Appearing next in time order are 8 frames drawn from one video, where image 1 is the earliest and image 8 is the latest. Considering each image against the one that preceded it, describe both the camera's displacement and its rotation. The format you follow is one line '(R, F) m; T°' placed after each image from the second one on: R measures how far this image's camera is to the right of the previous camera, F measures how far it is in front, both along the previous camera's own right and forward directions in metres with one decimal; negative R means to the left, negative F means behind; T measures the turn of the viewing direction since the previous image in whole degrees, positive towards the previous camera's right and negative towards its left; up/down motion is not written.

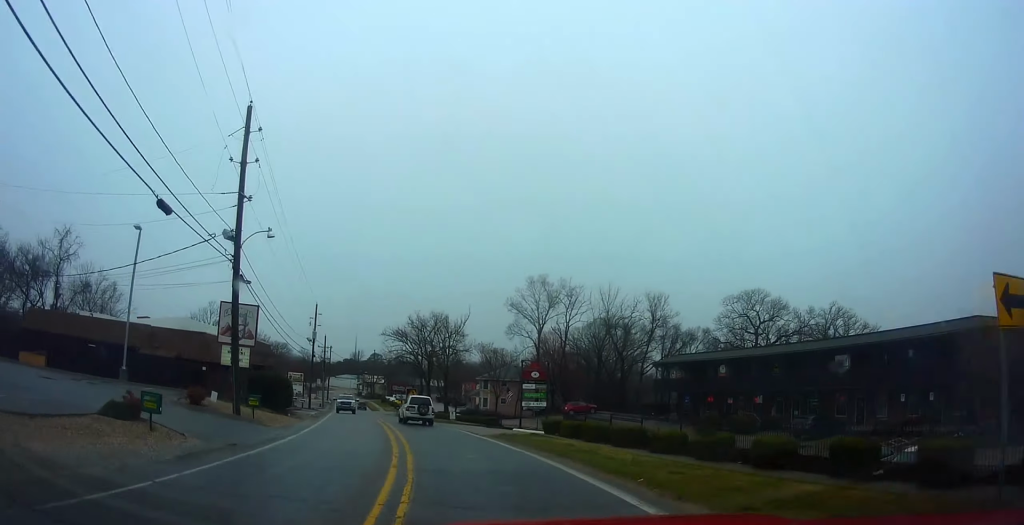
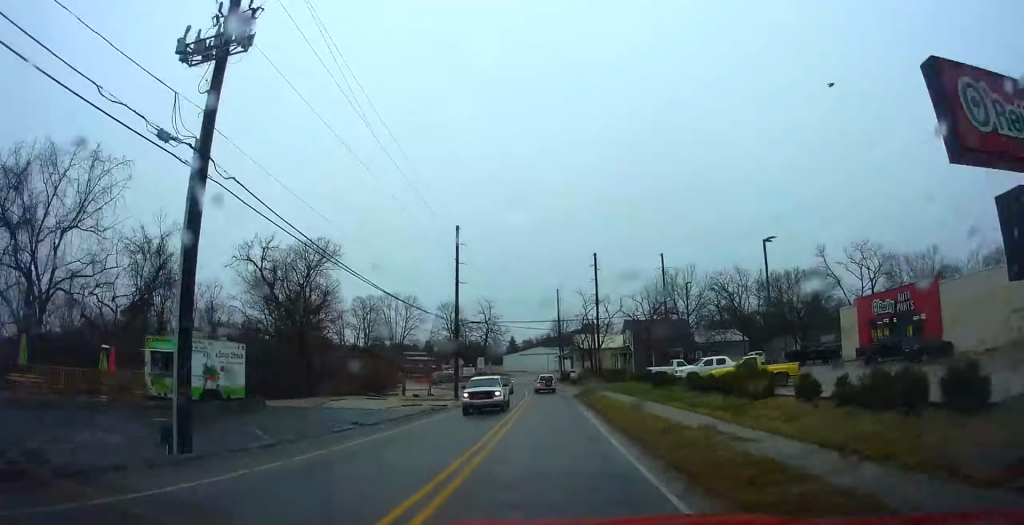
(-23.2, +102.1) m; -16°
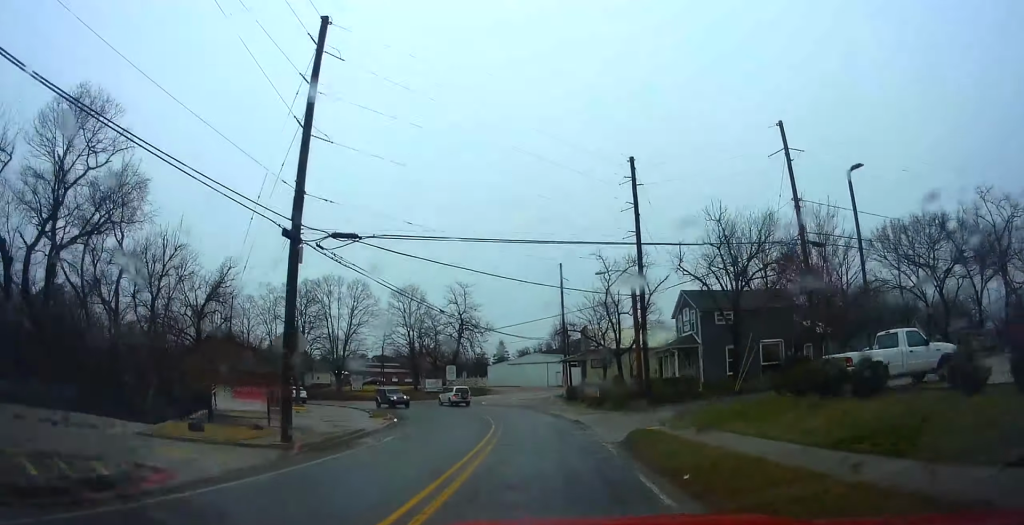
(+0.2, +27.9) m; -4°
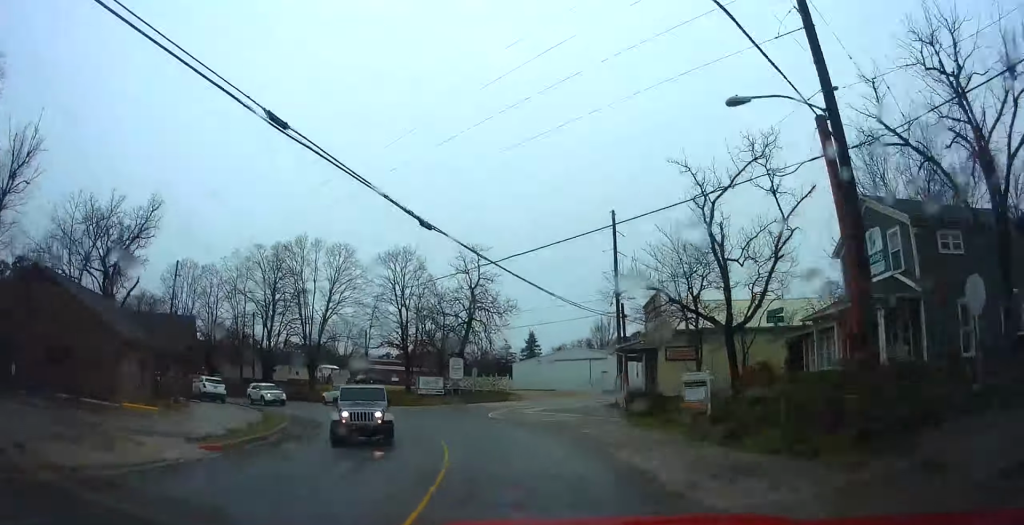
(+0.3, +19.4) m; -8°
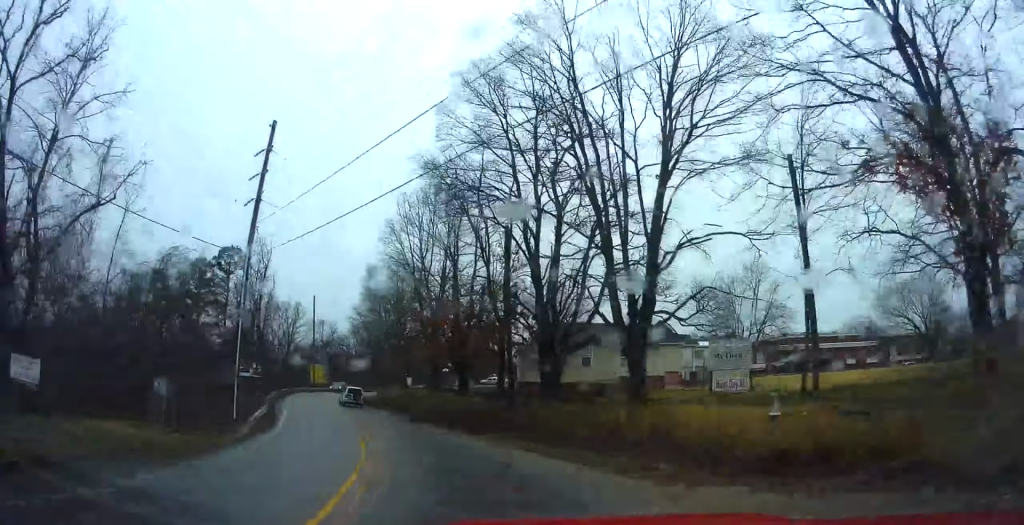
(-9.6, +43.7) m; -35°
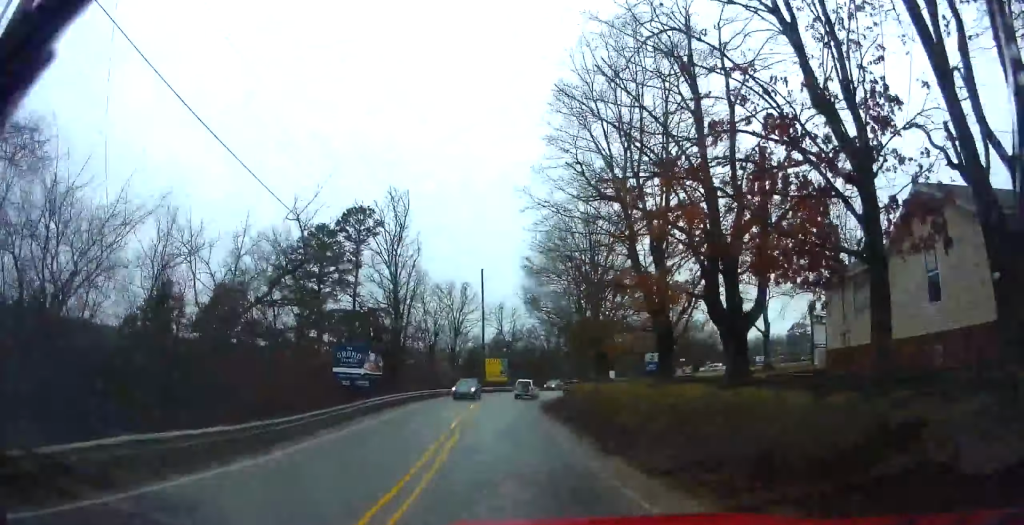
(-6.4, +22.5) m; -11°
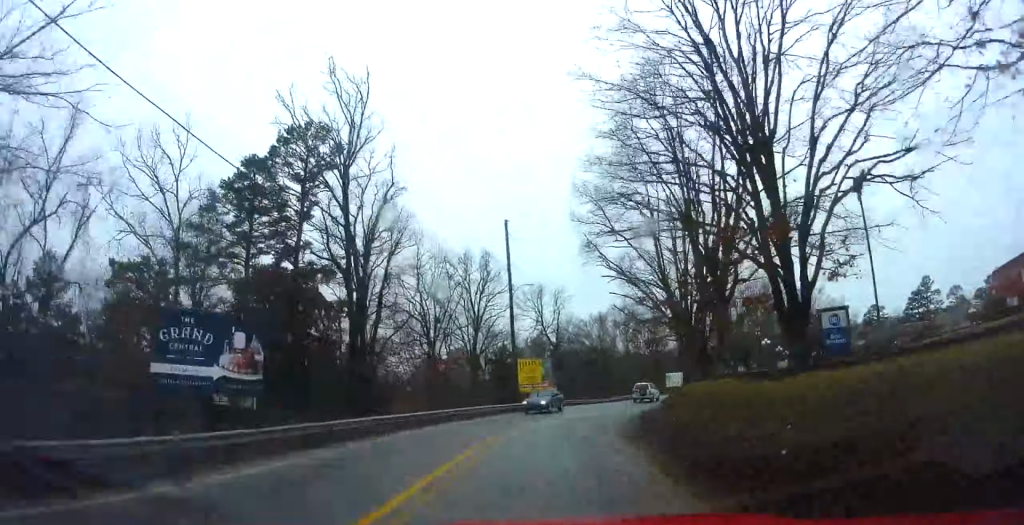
(-3.1, +23.8) m; -5°
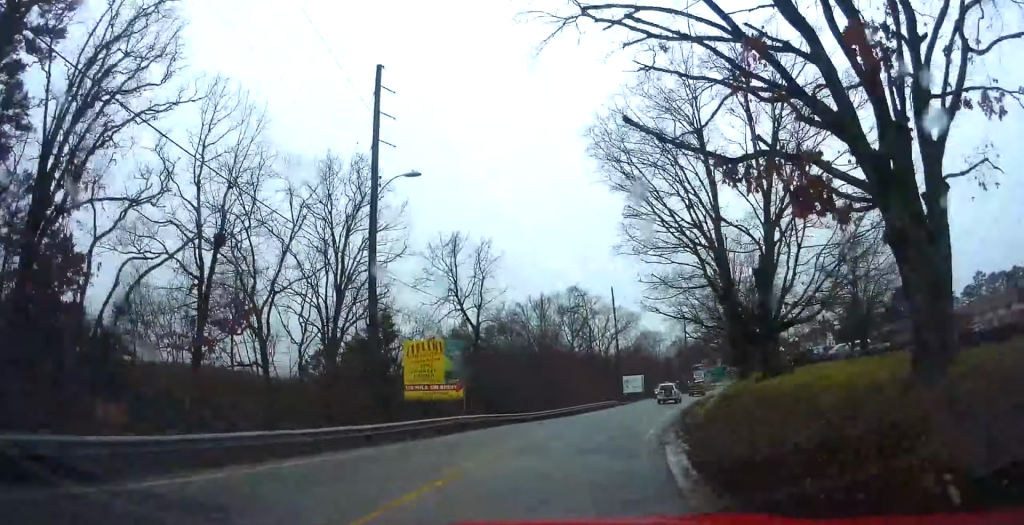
(+0.1, +21.9) m; +5°
